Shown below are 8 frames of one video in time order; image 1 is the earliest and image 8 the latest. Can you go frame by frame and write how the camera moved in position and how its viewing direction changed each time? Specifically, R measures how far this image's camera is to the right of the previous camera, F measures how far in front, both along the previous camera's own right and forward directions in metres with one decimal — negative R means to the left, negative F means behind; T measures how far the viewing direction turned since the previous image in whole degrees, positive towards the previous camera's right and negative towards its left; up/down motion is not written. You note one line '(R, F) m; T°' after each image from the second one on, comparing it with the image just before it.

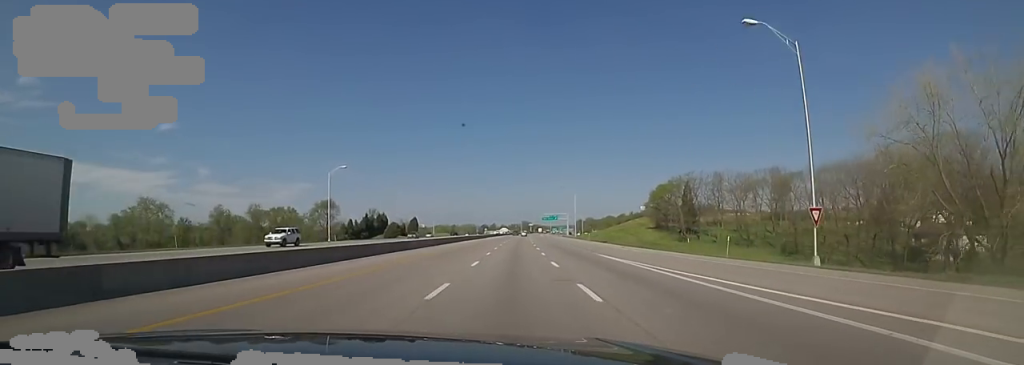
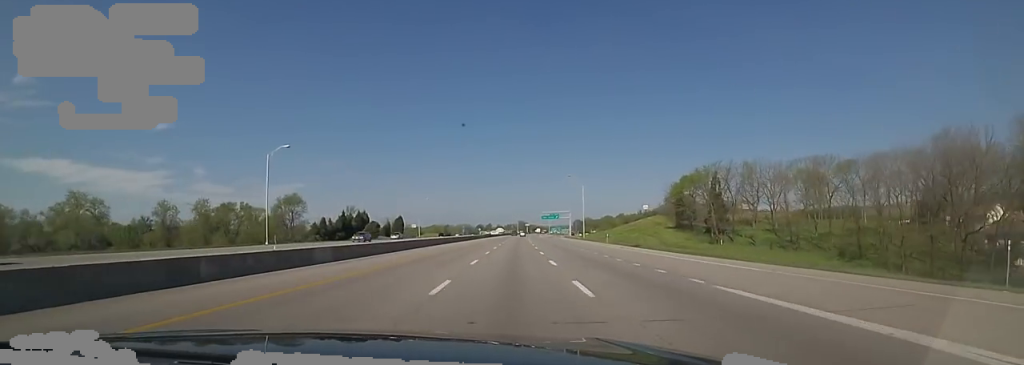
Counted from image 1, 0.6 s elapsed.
(+0.7, +19.8) m; 0°
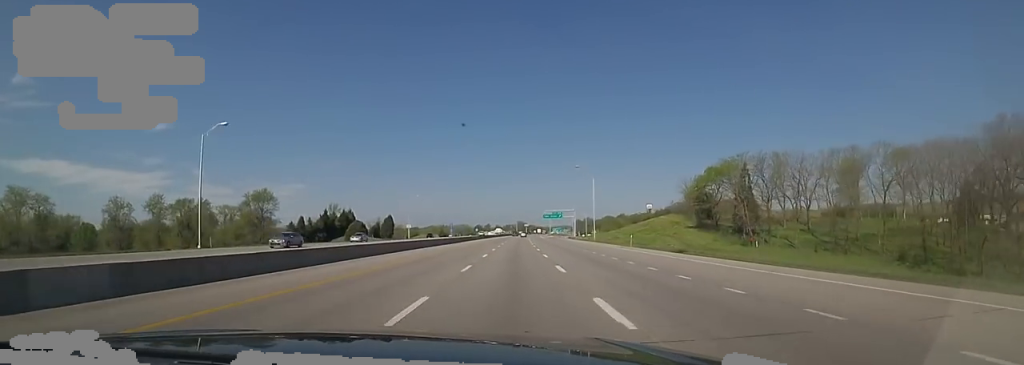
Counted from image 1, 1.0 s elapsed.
(-0.6, +13.8) m; 0°
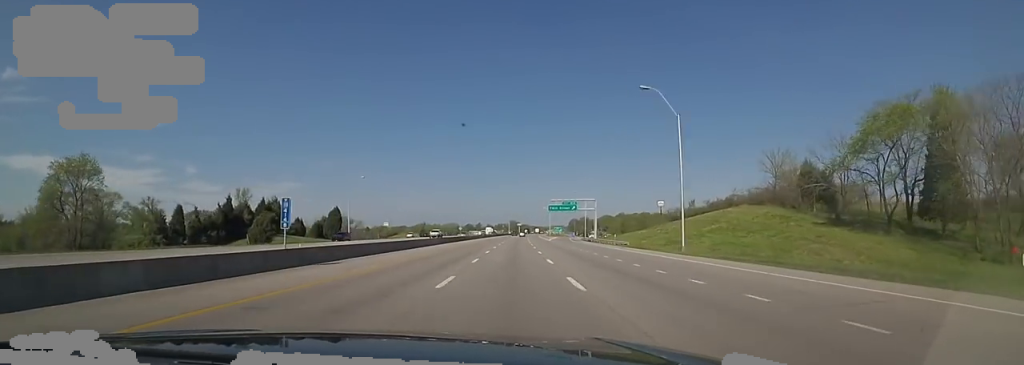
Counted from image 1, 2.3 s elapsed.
(+0.2, +45.6) m; +2°
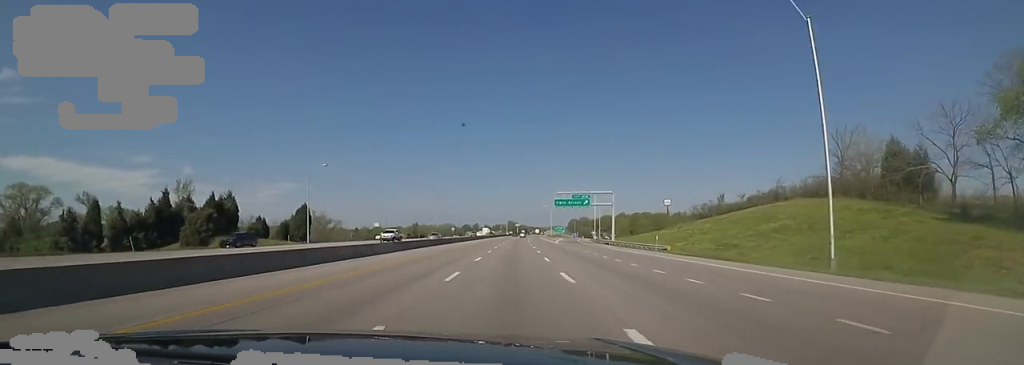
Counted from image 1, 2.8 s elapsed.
(+0.2, +18.1) m; +1°
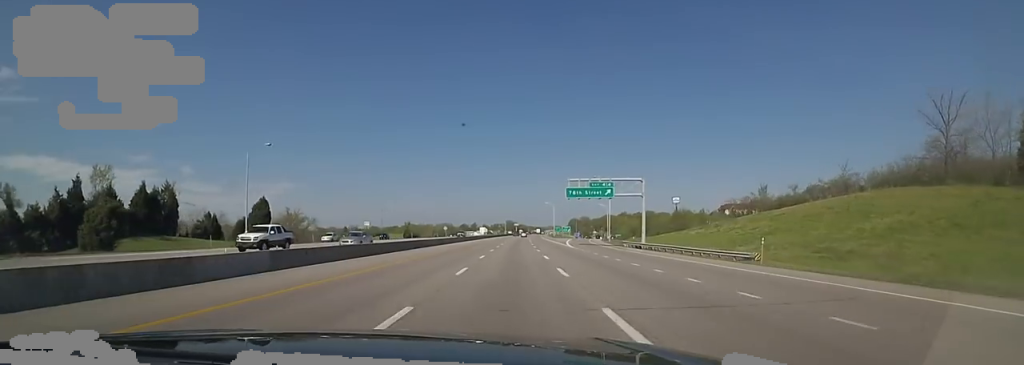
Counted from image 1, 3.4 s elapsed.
(0.0, +18.0) m; 0°
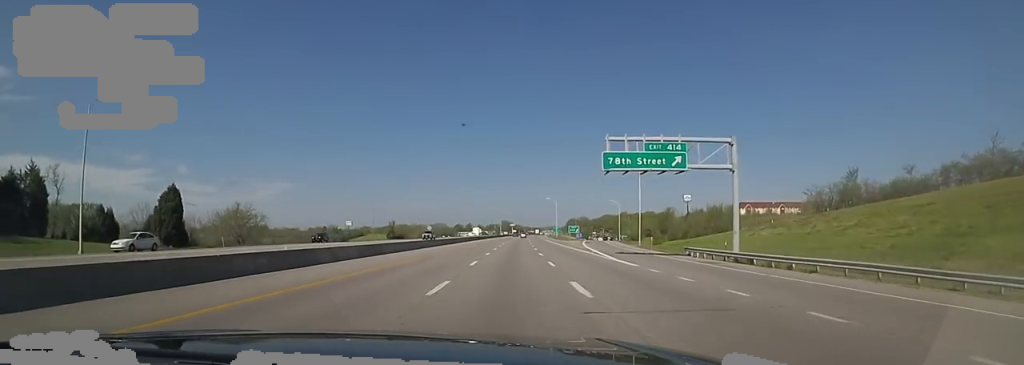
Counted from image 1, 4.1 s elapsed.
(0.0, +24.7) m; 0°
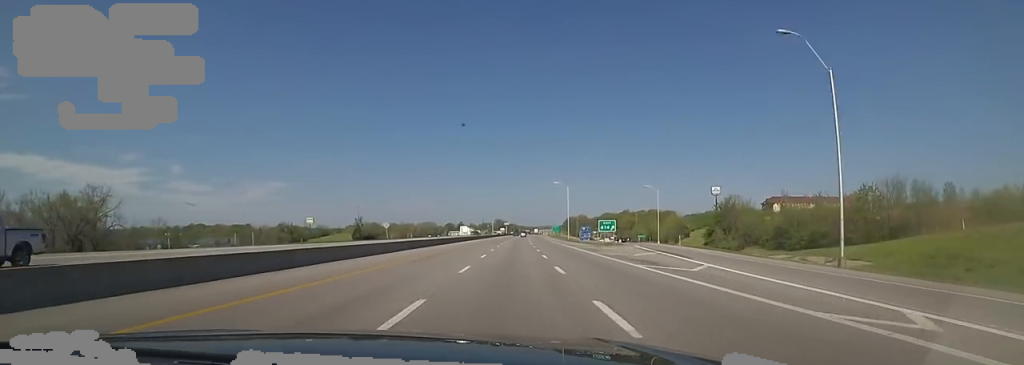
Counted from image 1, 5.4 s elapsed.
(0.0, +43.7) m; 0°
